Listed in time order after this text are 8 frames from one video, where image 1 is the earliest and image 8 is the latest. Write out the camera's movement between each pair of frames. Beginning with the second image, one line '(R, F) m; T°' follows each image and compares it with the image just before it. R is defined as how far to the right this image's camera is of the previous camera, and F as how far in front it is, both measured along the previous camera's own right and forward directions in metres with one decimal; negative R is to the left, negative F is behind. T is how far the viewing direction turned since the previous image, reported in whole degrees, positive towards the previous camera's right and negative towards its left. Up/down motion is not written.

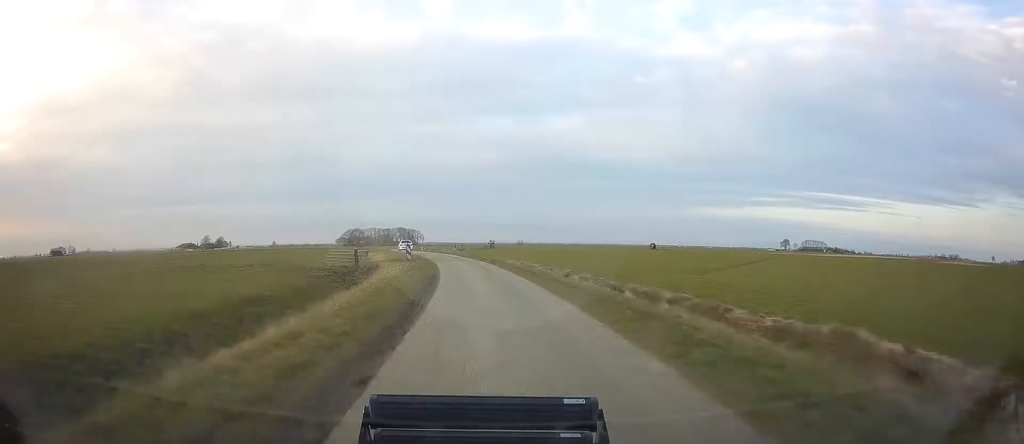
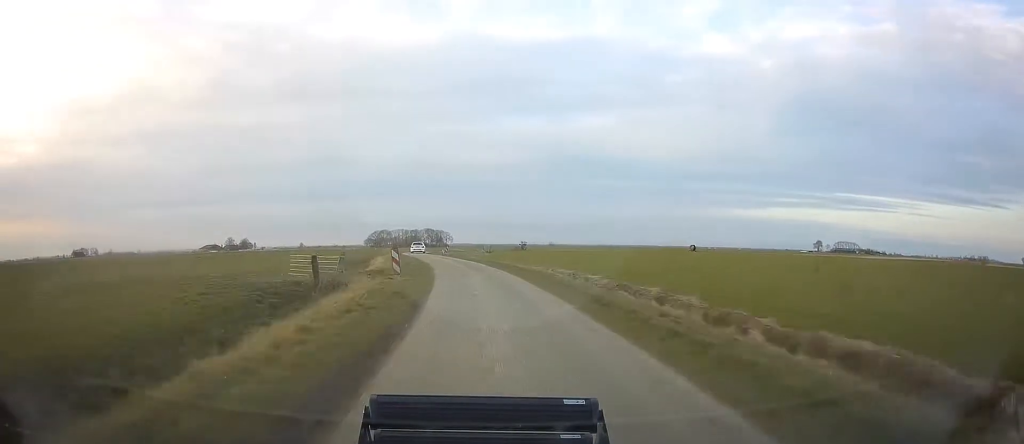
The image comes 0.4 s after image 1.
(+0.3, +15.1) m; -2°
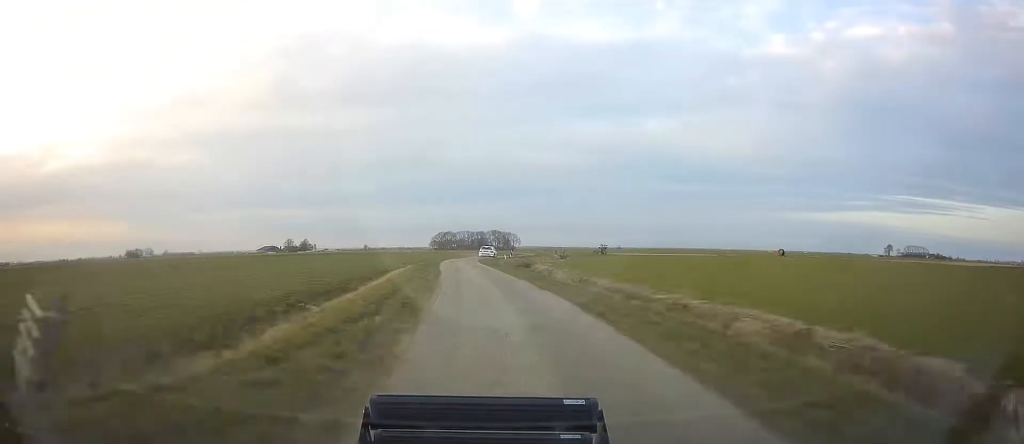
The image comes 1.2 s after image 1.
(-1.3, +24.0) m; -4°
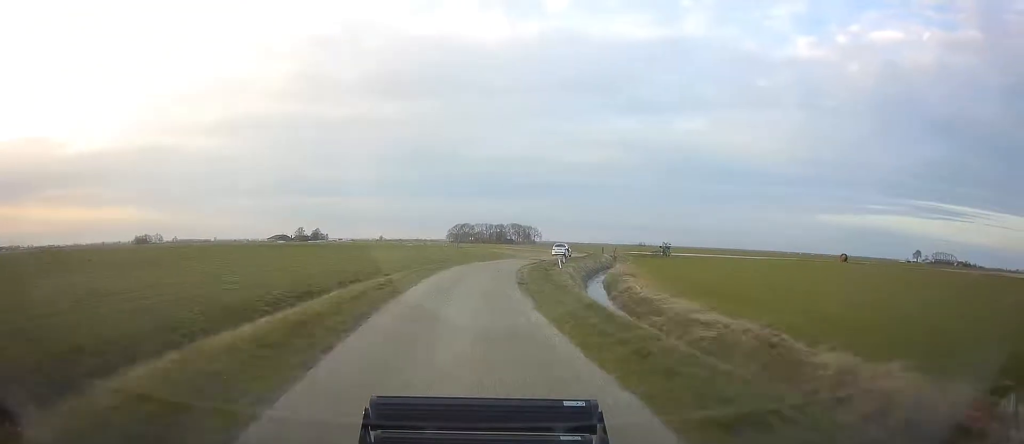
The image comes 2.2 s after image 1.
(-1.4, +32.5) m; -2°
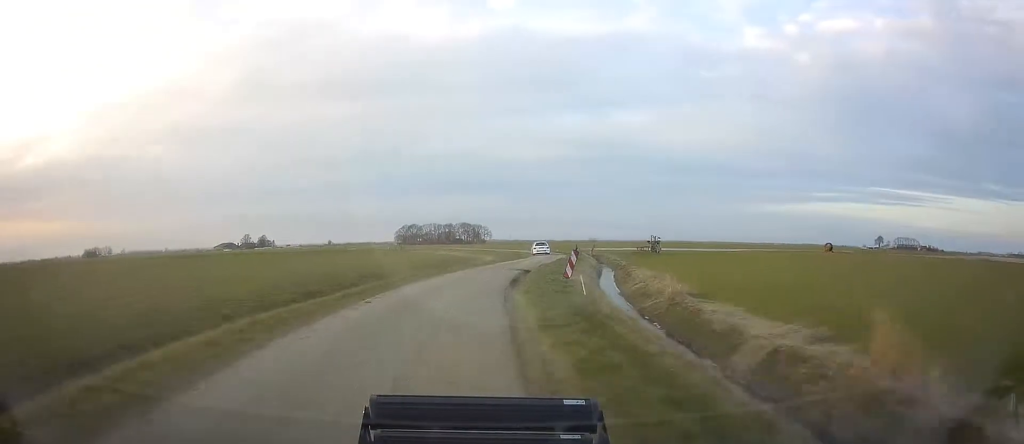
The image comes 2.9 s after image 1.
(+0.2, +19.1) m; +2°
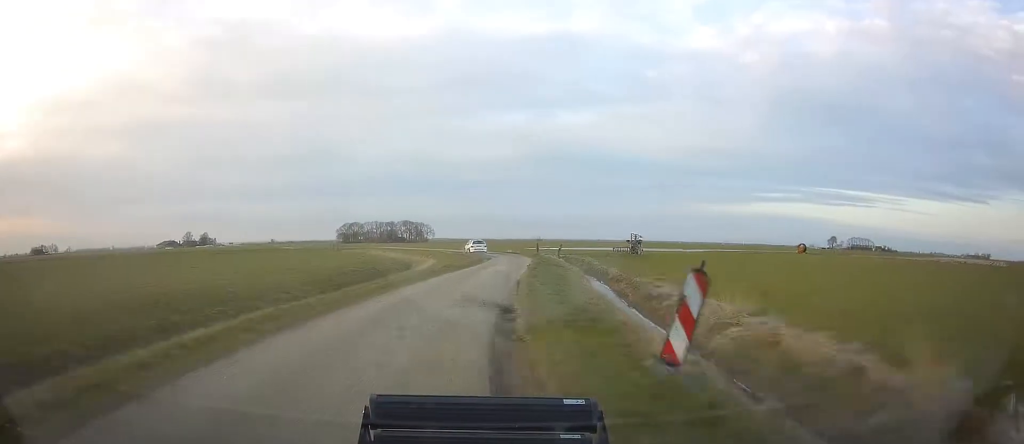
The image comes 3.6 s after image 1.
(+0.2, +16.4) m; +3°
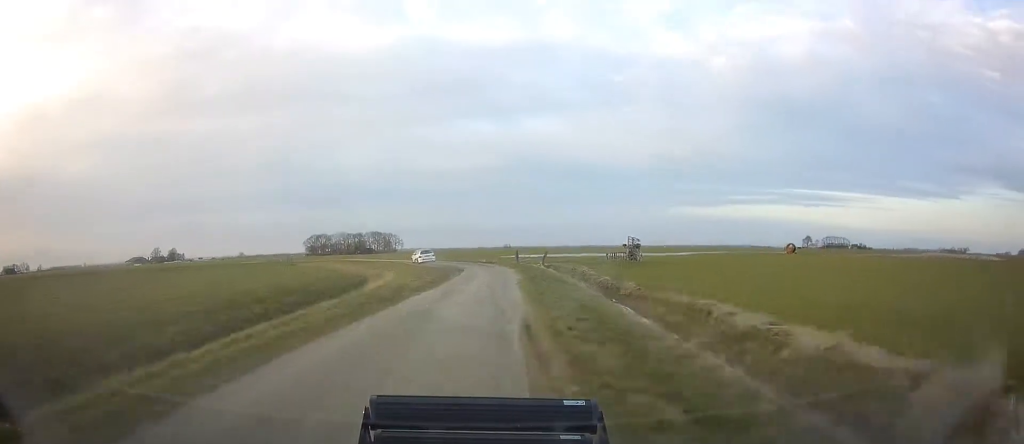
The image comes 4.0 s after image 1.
(+0.5, +9.8) m; +1°
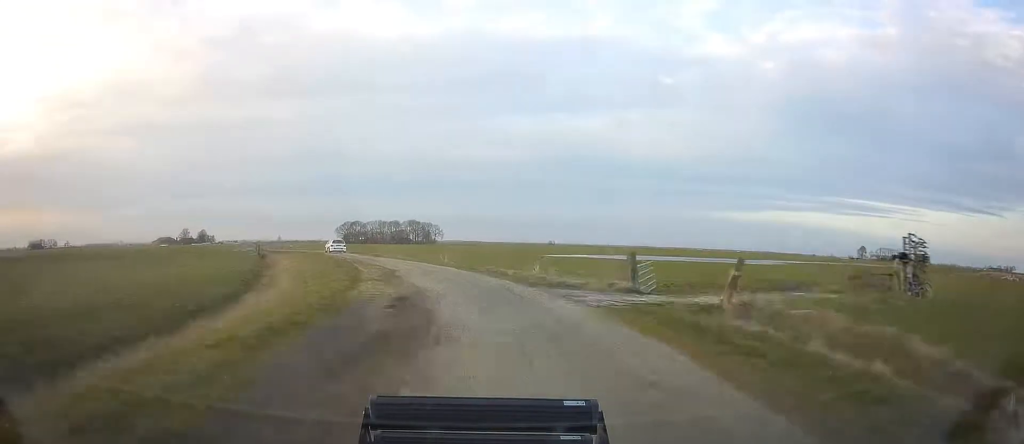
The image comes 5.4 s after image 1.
(+1.0, +34.8) m; -3°
